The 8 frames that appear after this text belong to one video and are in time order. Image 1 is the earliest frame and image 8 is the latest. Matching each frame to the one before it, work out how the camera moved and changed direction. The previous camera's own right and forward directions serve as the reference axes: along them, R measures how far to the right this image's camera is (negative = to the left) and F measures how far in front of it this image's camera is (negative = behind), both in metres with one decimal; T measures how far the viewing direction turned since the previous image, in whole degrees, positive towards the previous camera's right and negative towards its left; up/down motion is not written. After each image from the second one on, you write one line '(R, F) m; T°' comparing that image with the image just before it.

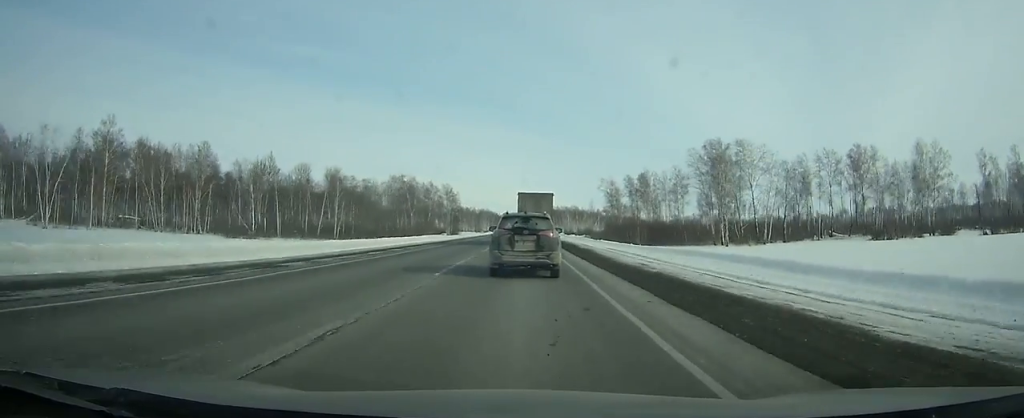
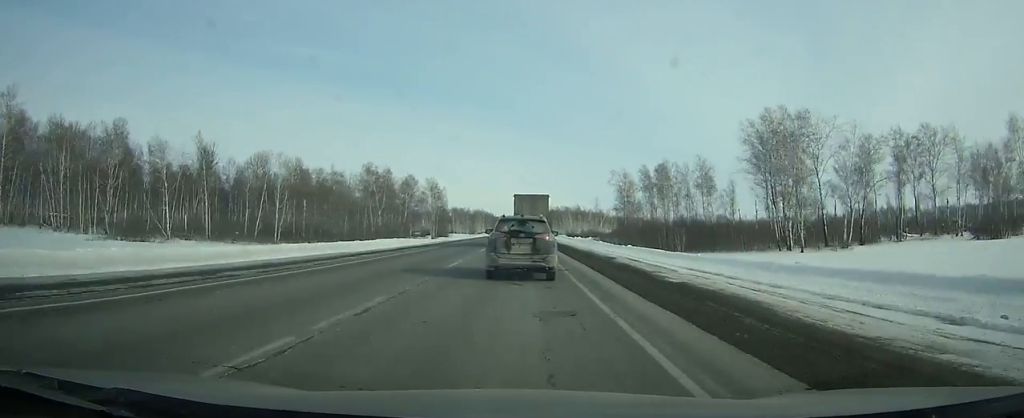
(+0.1, +29.8) m; 0°
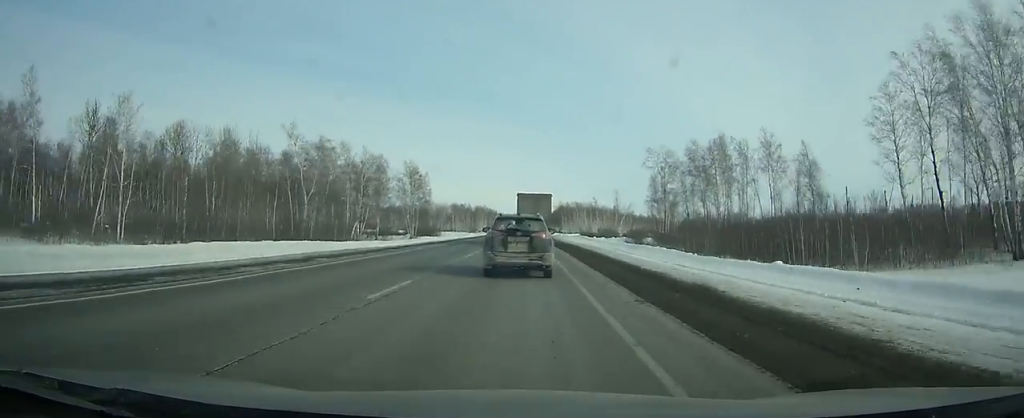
(-0.2, +40.5) m; 0°
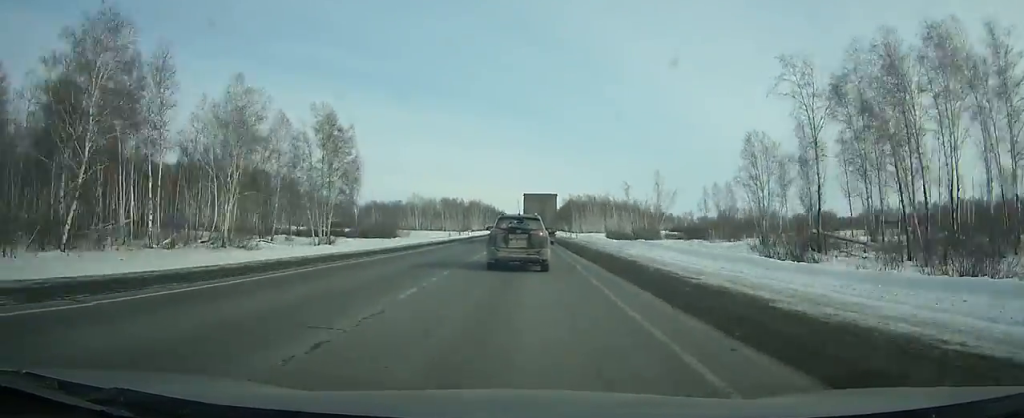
(-0.3, +64.1) m; 0°
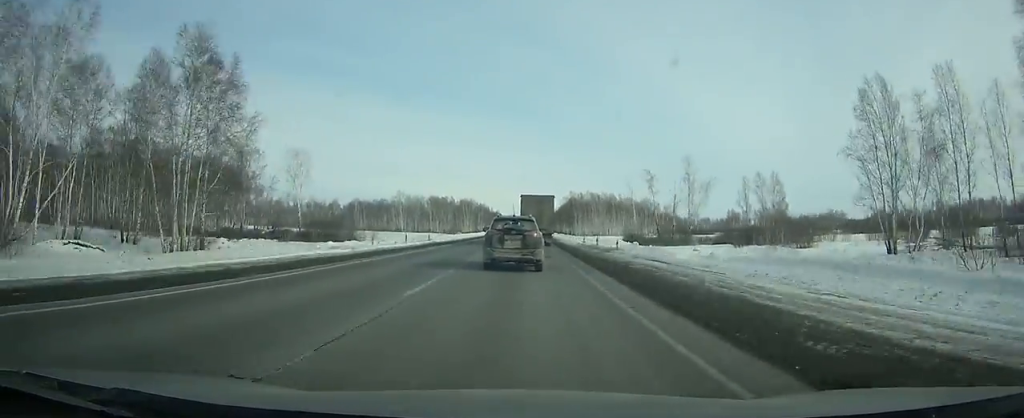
(-0.1, +32.2) m; 0°
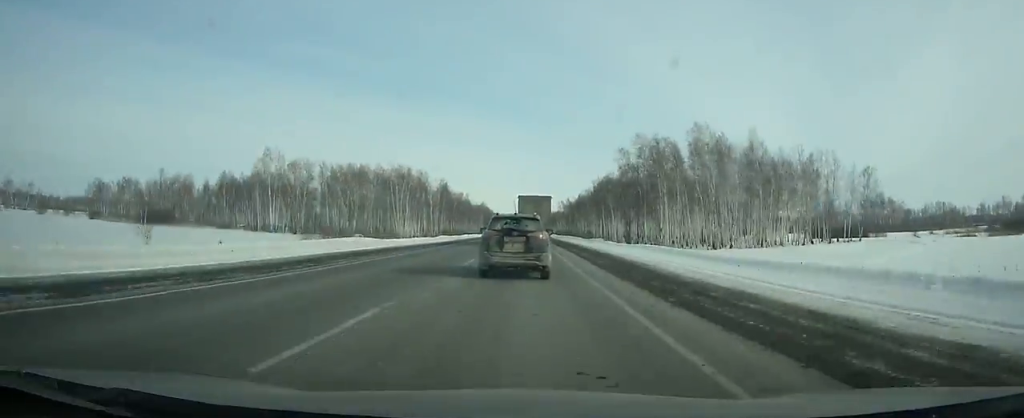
(+0.8, +165.5) m; 0°
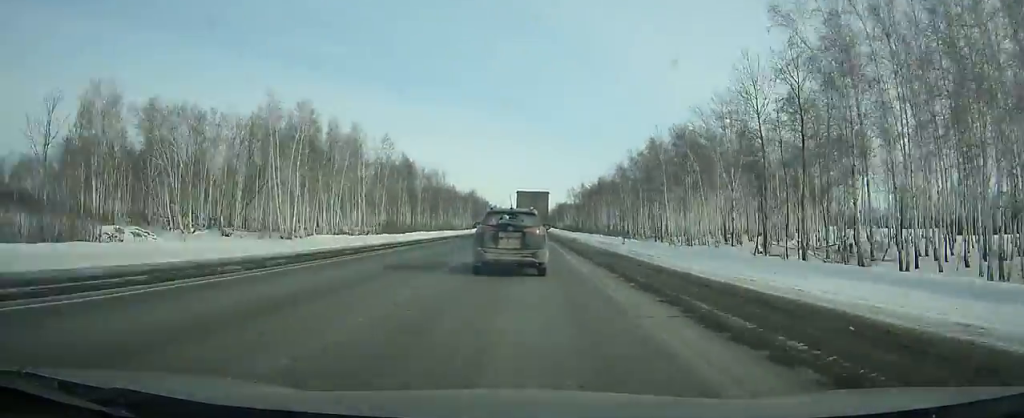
(+0.2, +70.8) m; 0°
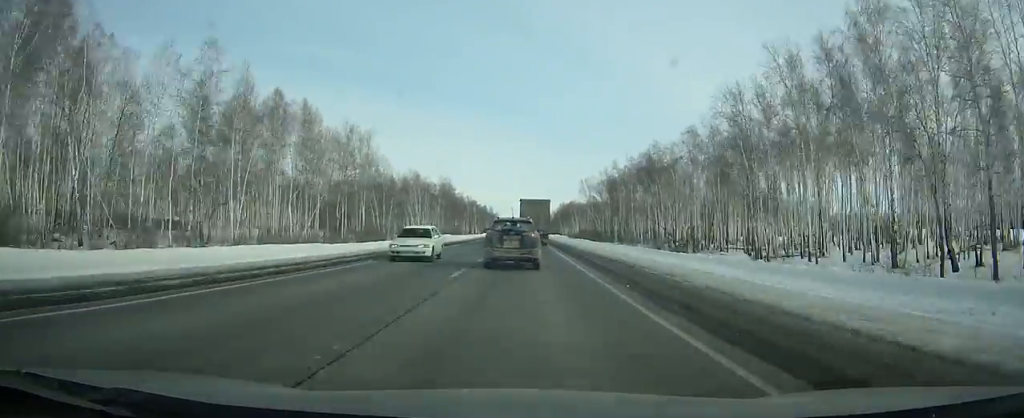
(-0.2, +82.2) m; 0°
